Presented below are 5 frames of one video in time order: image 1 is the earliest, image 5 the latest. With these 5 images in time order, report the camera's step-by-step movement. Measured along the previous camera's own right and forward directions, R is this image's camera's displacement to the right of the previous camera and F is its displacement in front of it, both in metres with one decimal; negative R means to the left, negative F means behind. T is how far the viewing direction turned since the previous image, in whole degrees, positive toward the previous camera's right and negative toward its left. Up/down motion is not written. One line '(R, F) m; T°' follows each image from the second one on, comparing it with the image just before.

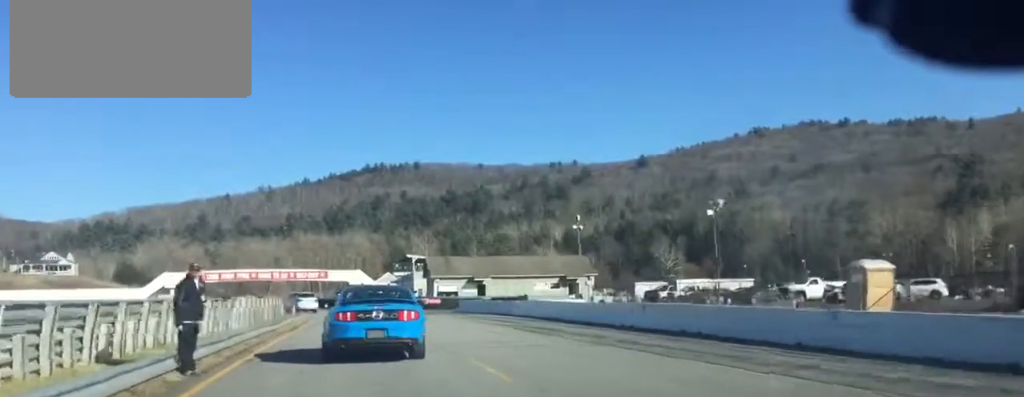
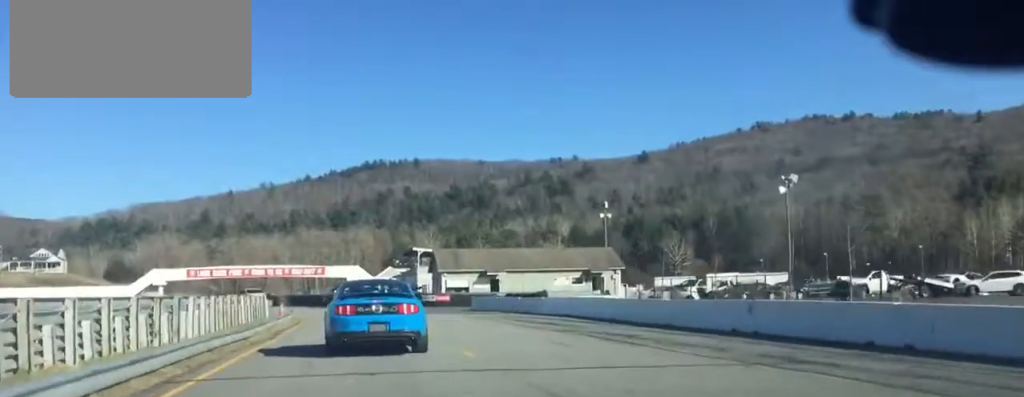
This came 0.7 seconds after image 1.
(-0.5, +8.3) m; -2°
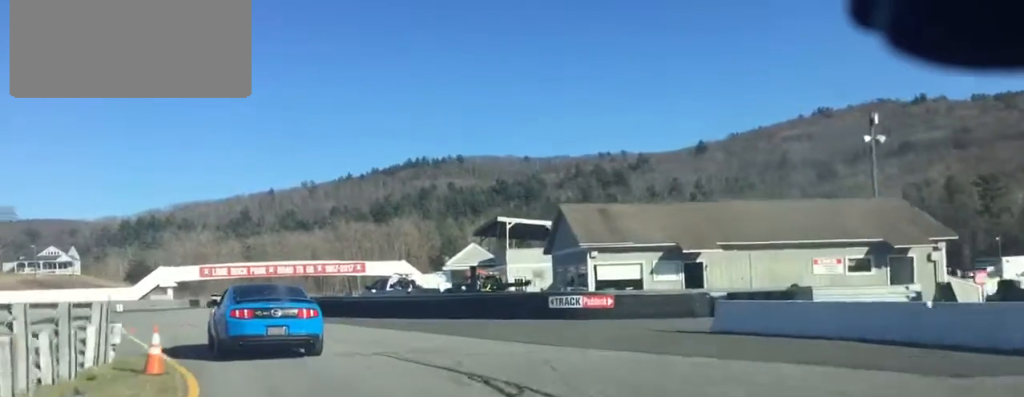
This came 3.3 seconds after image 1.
(-0.4, +36.6) m; -6°
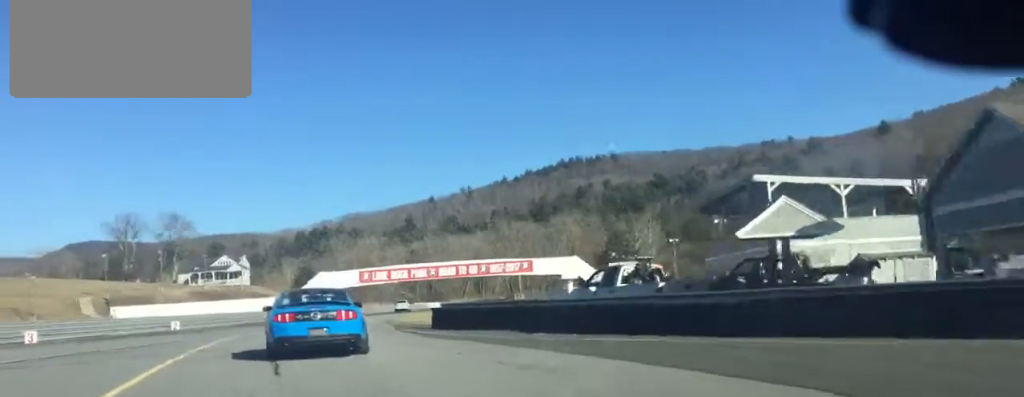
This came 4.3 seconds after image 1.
(-1.2, +17.9) m; -6°
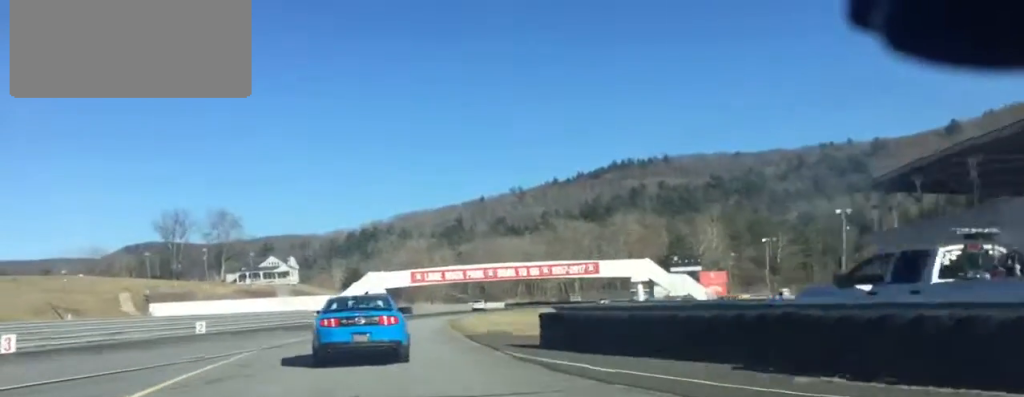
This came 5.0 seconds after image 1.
(-0.3, +12.6) m; -2°
